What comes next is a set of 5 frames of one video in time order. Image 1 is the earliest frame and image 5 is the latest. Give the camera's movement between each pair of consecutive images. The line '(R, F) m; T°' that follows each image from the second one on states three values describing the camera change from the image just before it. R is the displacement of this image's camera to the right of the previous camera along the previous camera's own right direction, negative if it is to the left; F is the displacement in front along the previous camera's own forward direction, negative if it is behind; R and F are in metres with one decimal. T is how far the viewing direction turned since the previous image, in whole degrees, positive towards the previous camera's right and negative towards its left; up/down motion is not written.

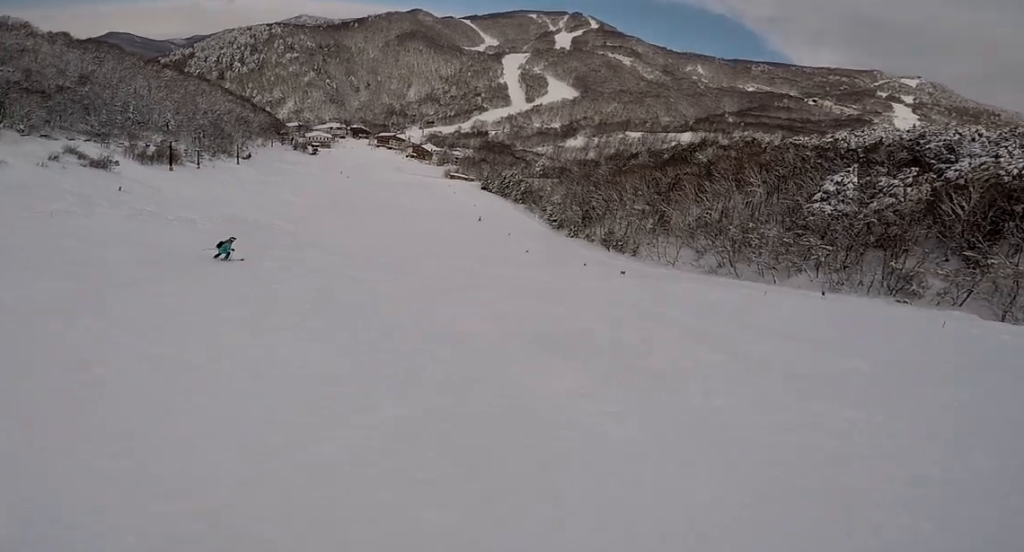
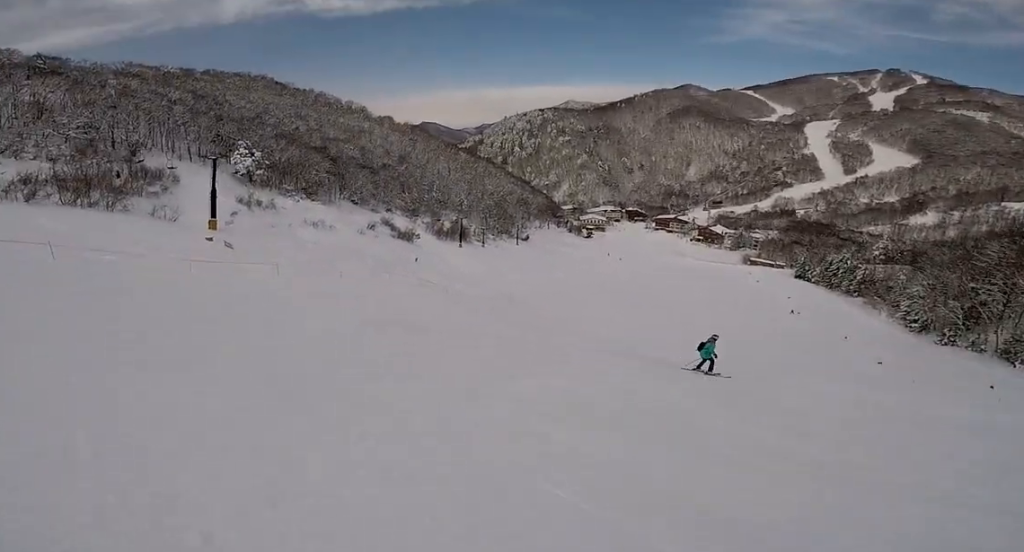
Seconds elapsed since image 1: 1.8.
(-3.9, +8.9) m; -36°
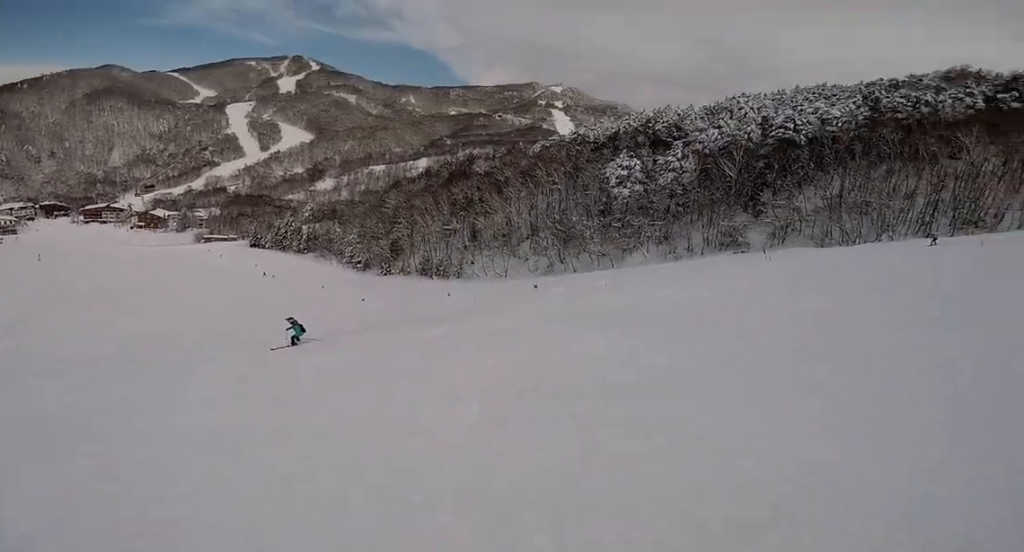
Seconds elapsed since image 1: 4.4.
(+7.8, +7.4) m; +85°
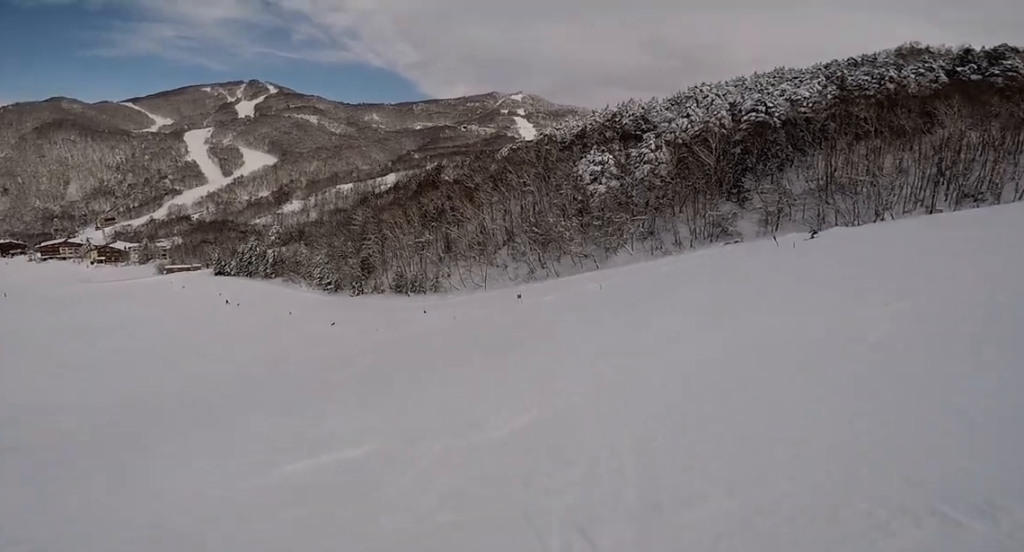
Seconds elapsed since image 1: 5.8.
(+0.9, +7.2) m; -17°
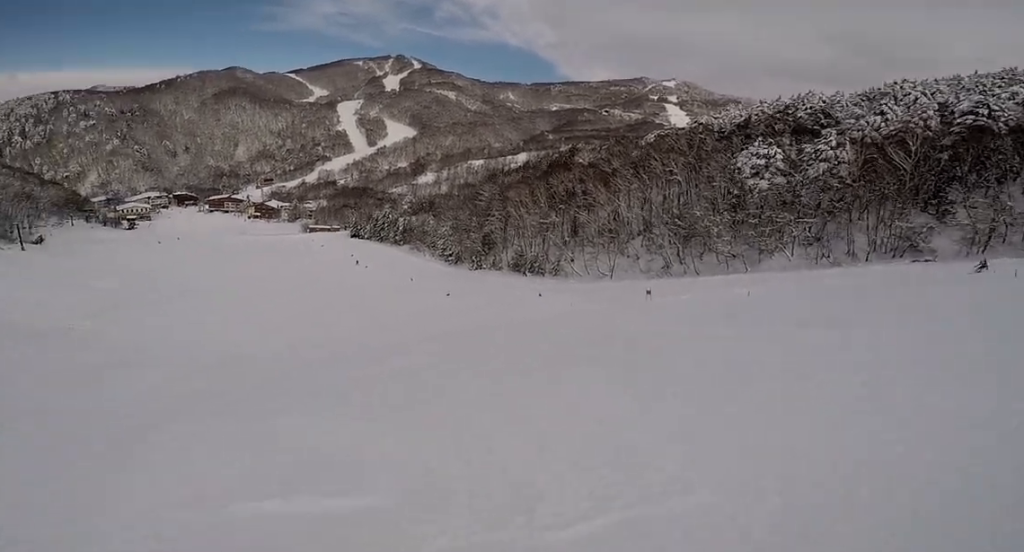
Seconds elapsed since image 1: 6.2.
(-0.9, +2.0) m; -17°
